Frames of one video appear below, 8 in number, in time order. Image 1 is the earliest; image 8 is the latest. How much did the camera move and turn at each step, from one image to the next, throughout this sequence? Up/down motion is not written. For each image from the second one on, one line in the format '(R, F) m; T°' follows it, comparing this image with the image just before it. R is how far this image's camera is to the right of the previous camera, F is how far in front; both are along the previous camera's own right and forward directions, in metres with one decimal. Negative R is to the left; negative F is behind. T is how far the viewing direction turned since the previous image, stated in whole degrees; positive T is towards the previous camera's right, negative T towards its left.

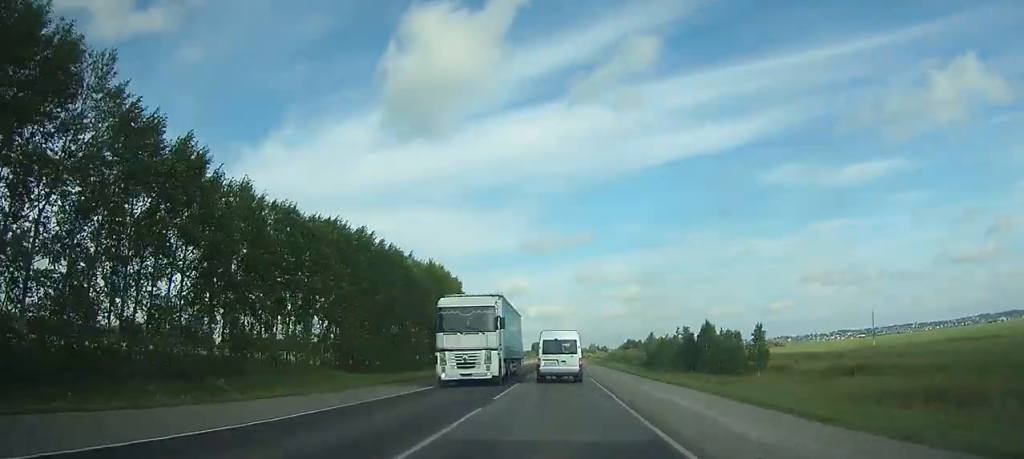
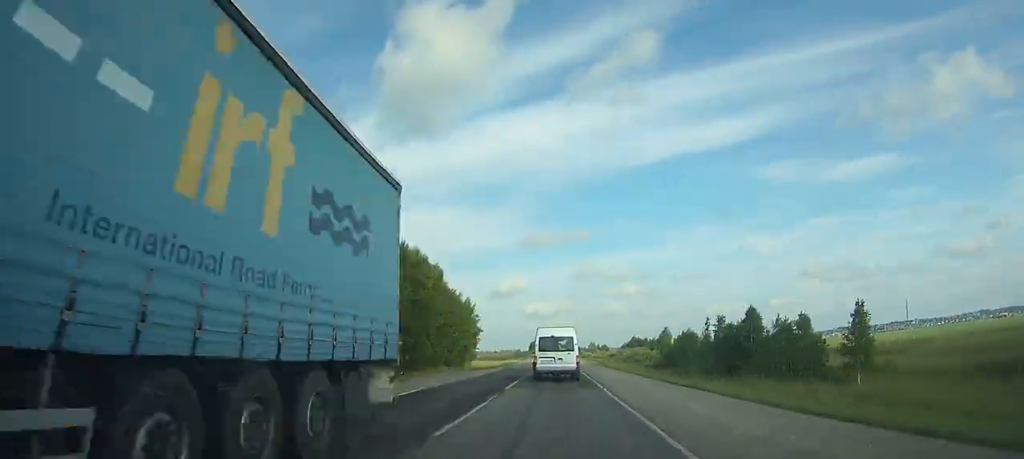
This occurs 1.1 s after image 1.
(0.0, +18.5) m; 0°
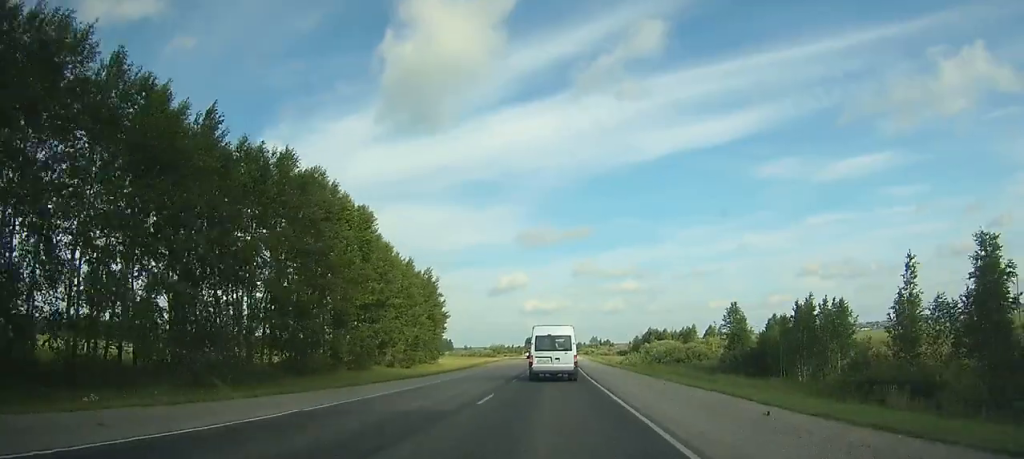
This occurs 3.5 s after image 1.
(0.0, +41.1) m; 0°
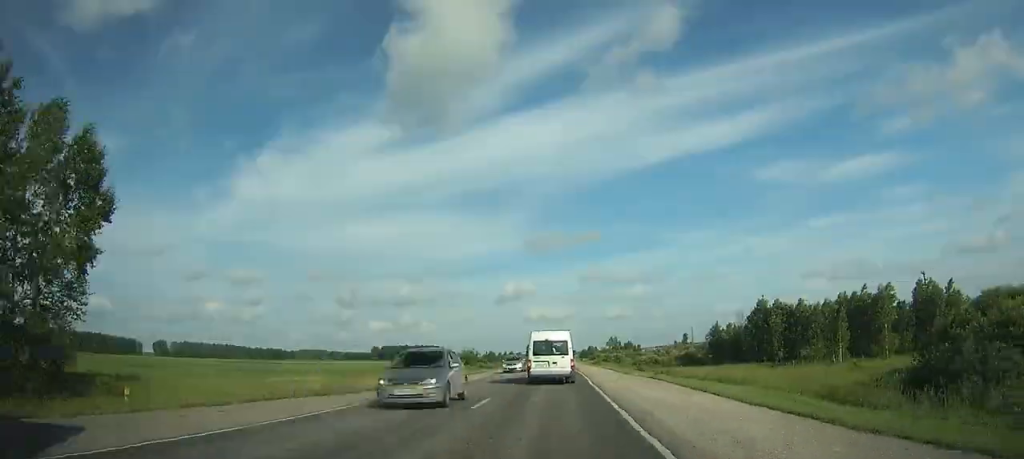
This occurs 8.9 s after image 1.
(-0.2, +97.6) m; 0°
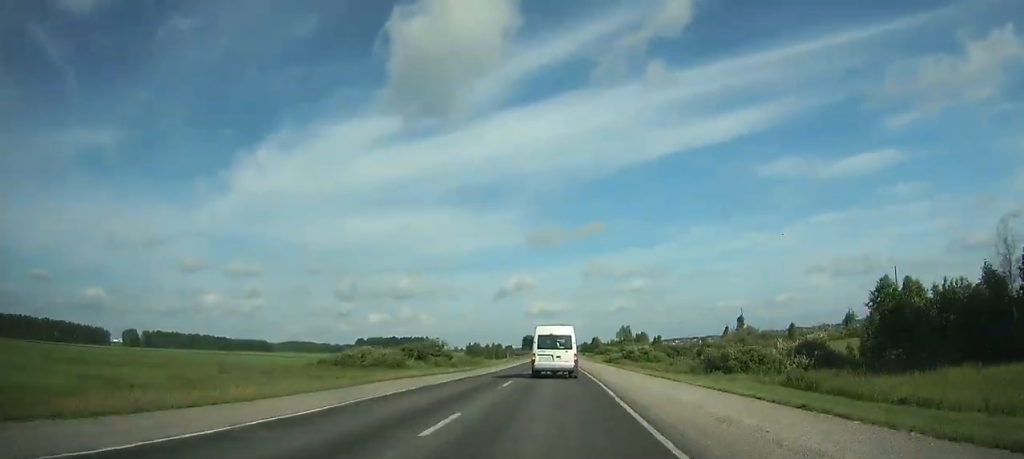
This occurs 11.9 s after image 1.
(-0.1, +51.9) m; 0°
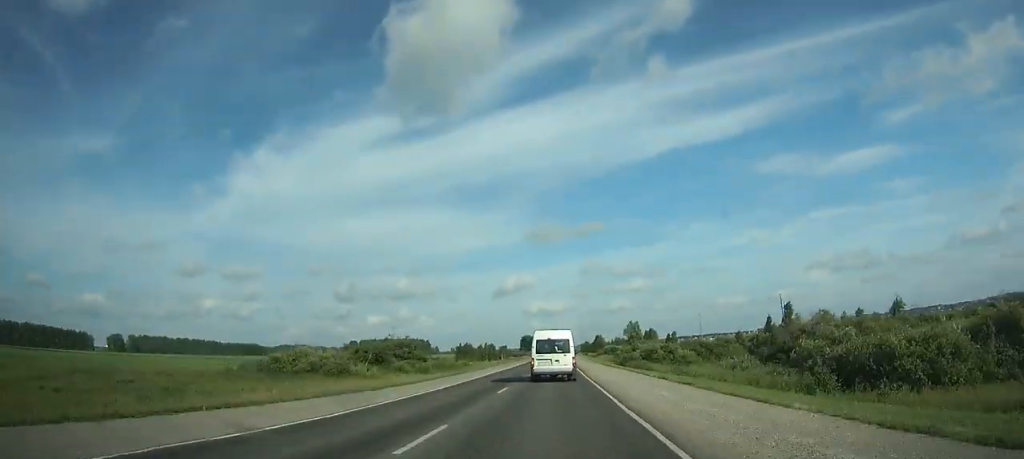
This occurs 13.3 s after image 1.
(0.0, +24.1) m; 0°
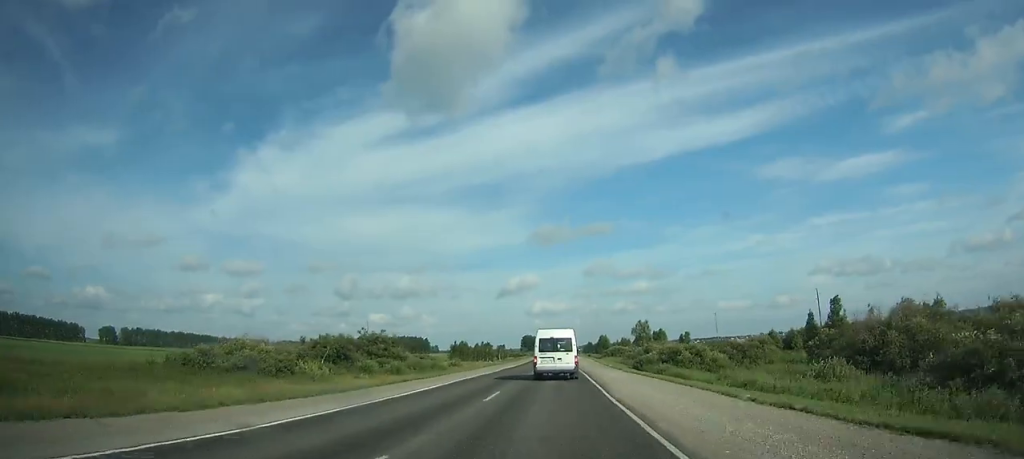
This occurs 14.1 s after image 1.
(0.0, +14.9) m; 0°
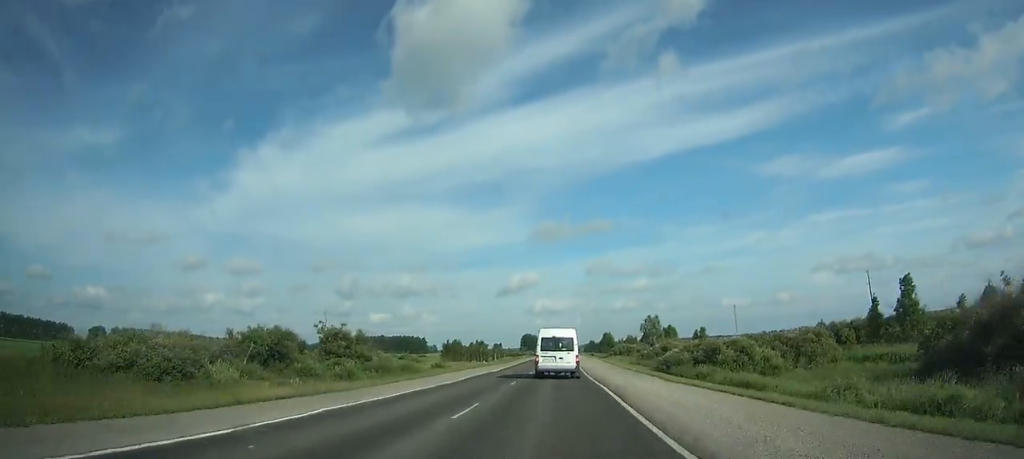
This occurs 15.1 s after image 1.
(0.0, +17.7) m; 0°
